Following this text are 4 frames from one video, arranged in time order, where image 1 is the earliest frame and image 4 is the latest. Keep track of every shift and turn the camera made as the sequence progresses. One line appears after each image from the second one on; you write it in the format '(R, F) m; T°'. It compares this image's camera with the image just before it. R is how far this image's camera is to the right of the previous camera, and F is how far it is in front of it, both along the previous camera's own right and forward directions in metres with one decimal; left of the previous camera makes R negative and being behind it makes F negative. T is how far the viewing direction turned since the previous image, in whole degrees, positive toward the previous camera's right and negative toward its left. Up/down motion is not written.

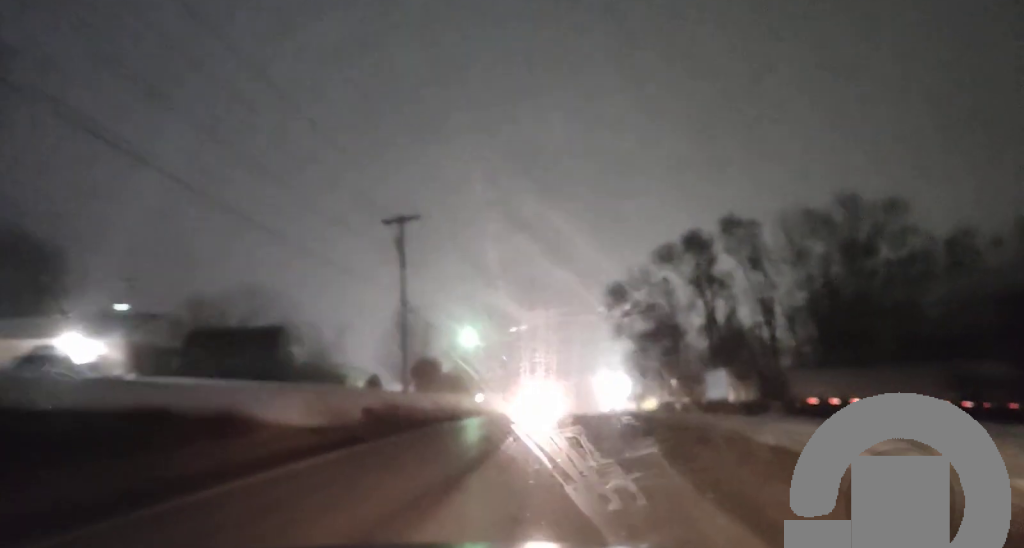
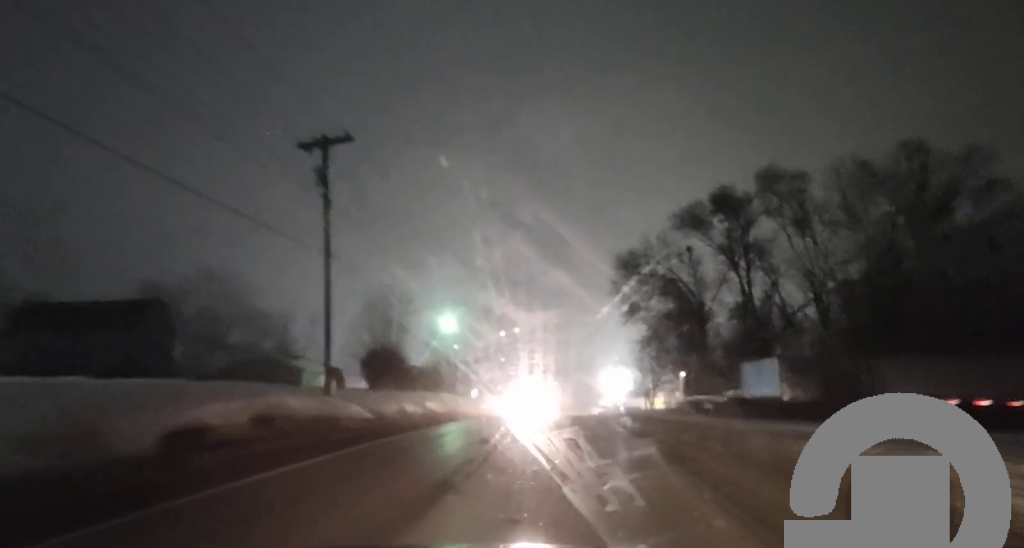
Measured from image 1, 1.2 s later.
(-0.1, +16.5) m; 0°
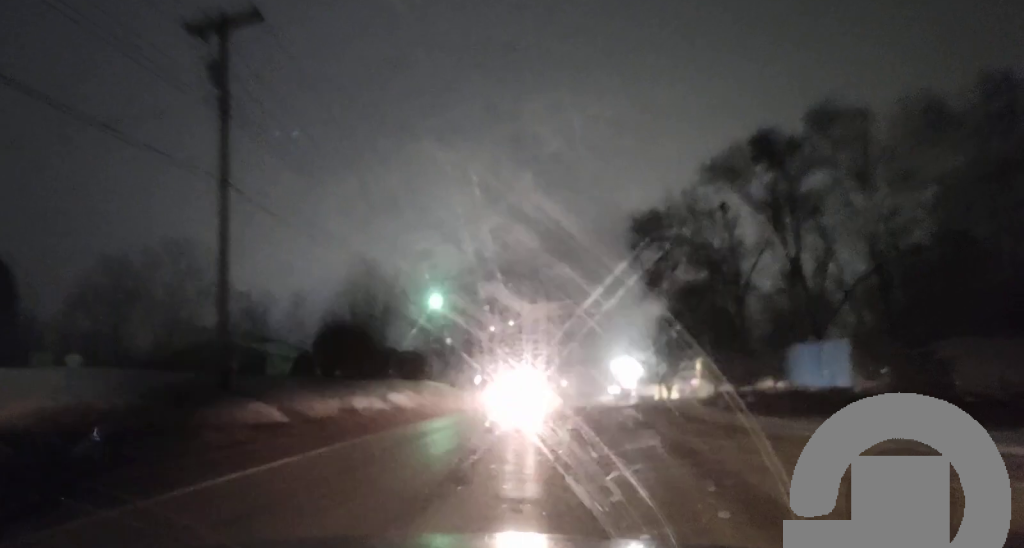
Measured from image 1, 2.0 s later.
(0.0, +11.7) m; +1°
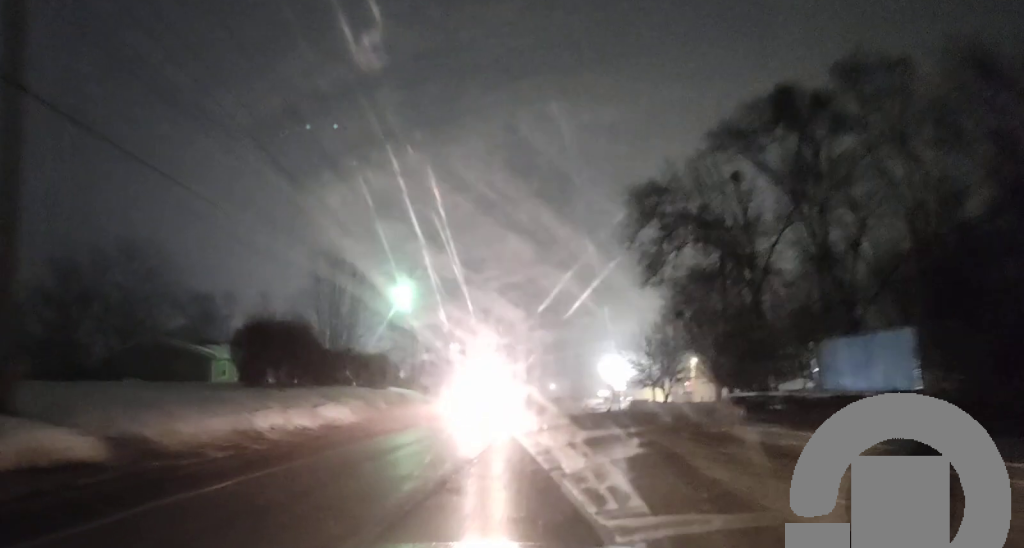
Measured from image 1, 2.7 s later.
(+0.1, +9.3) m; +1°
